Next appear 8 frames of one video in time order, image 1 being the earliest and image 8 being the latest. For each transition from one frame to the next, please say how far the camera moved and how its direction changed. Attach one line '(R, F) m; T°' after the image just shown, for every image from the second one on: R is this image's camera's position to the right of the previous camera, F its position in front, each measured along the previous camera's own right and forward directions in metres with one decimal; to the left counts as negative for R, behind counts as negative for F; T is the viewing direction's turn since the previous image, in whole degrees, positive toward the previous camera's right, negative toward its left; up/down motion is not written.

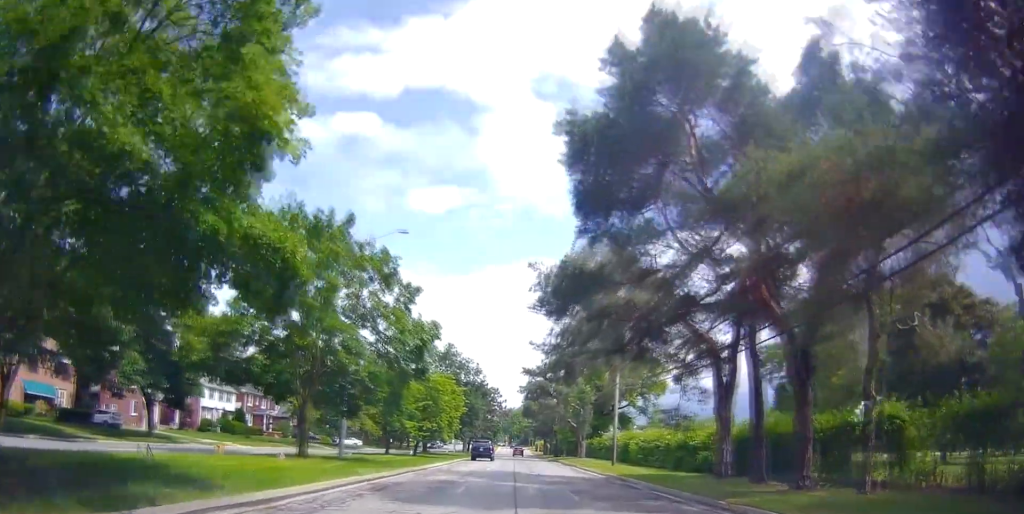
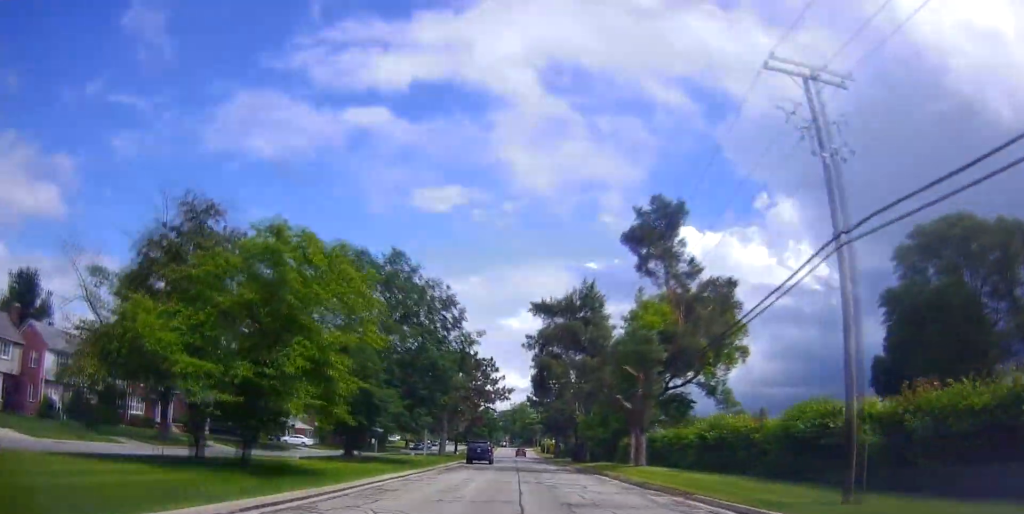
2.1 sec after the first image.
(-0.5, +27.7) m; -1°
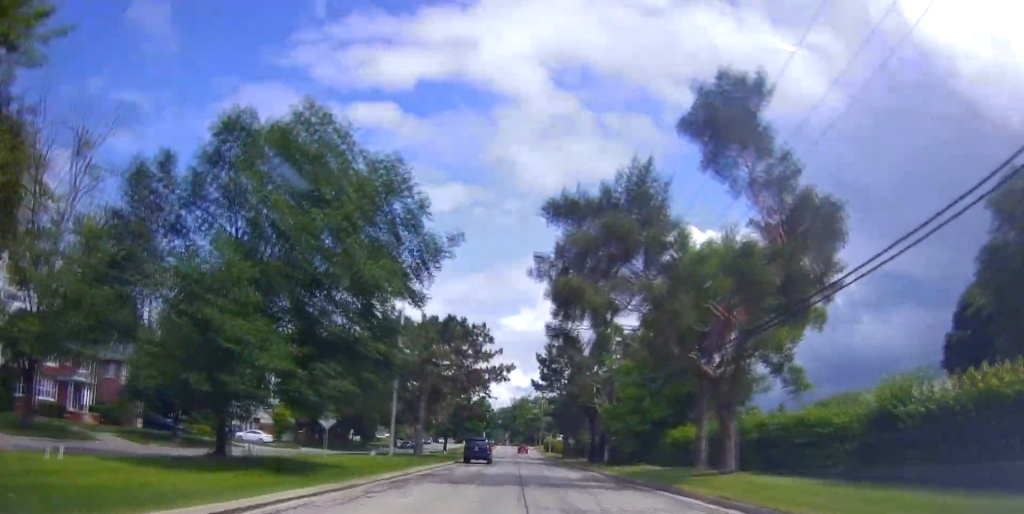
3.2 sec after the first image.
(-0.1, +14.5) m; +1°
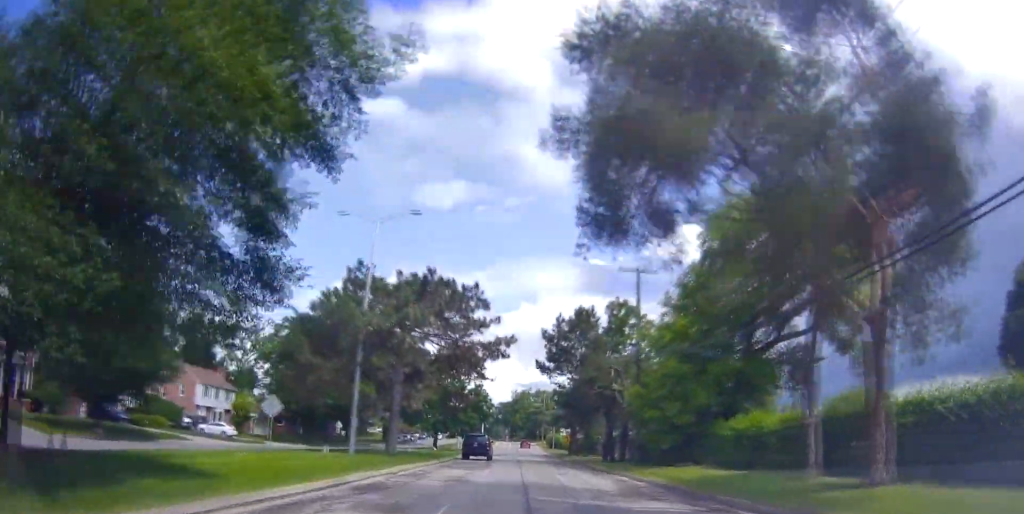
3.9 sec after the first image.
(+0.3, +9.6) m; 0°
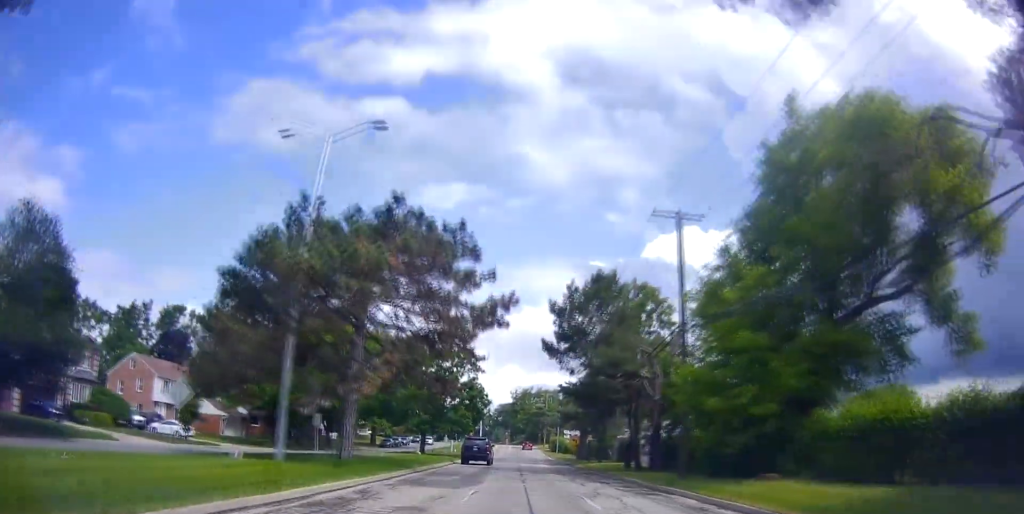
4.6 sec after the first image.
(-0.1, +9.6) m; -2°
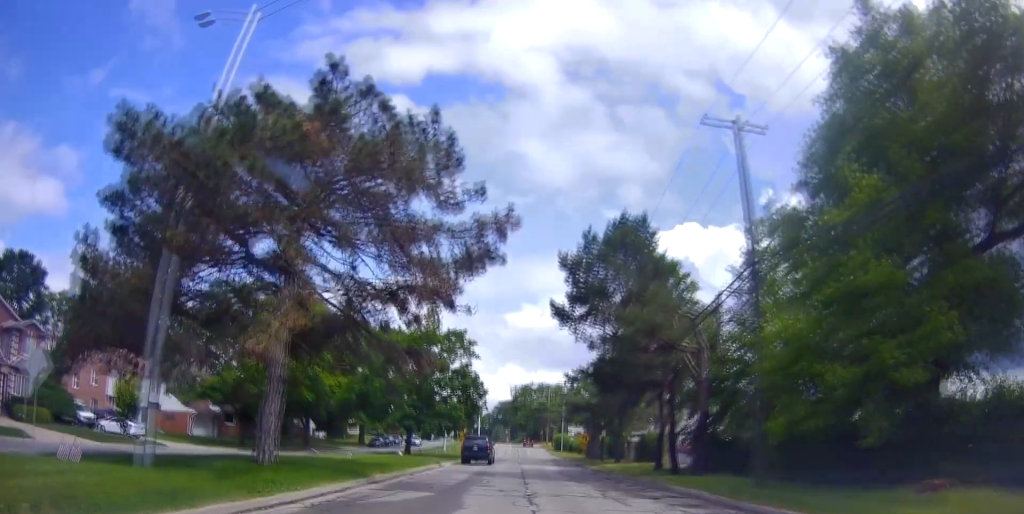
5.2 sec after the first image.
(-0.1, +8.7) m; -2°
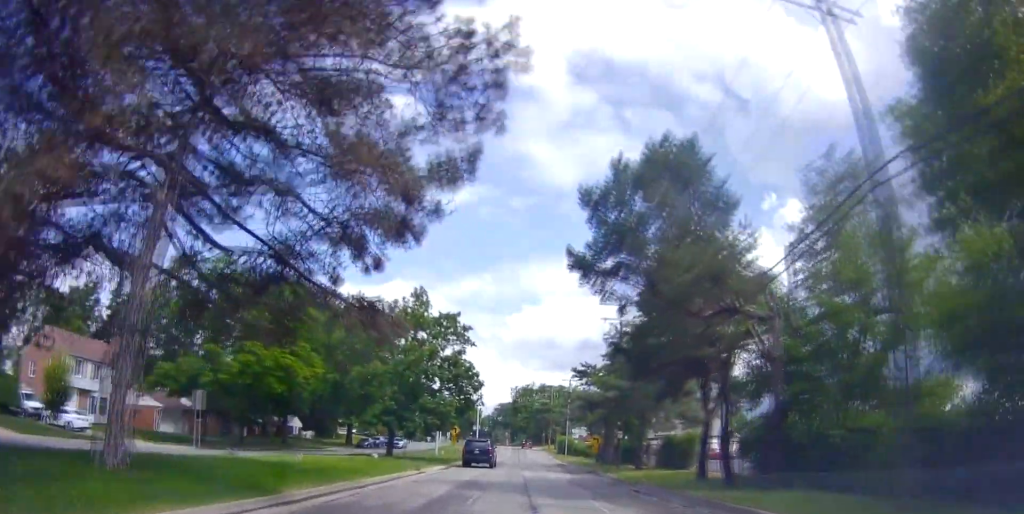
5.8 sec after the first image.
(-0.4, +7.9) m; +1°
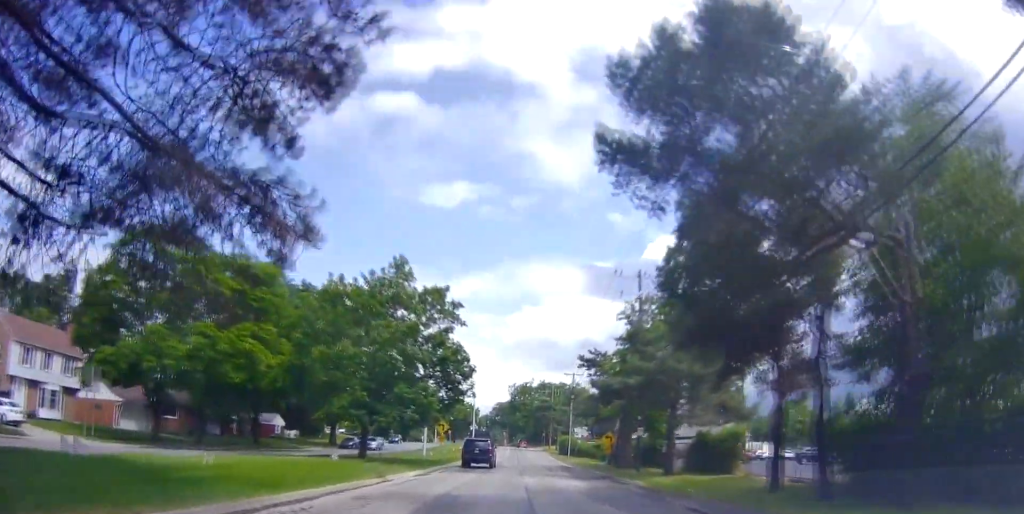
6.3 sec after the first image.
(+0.1, +7.8) m; +1°
